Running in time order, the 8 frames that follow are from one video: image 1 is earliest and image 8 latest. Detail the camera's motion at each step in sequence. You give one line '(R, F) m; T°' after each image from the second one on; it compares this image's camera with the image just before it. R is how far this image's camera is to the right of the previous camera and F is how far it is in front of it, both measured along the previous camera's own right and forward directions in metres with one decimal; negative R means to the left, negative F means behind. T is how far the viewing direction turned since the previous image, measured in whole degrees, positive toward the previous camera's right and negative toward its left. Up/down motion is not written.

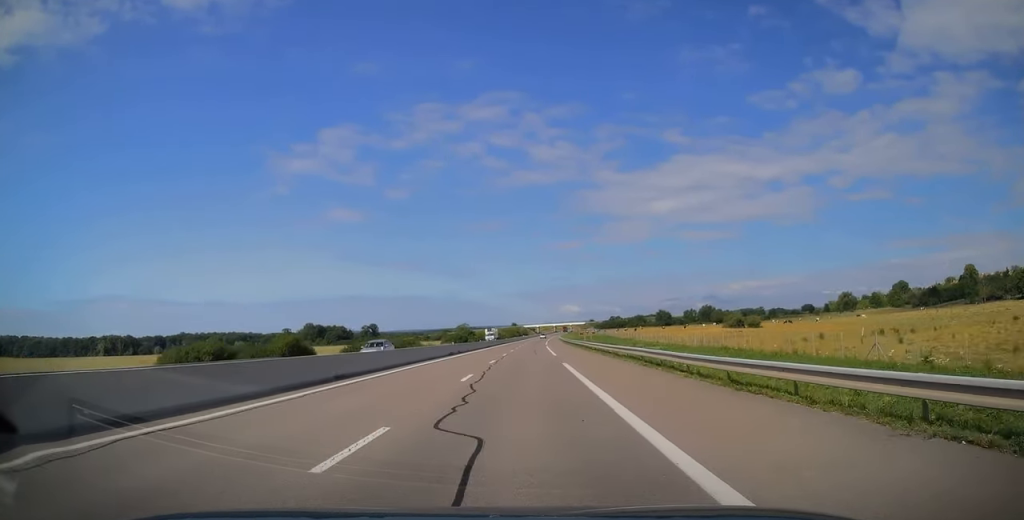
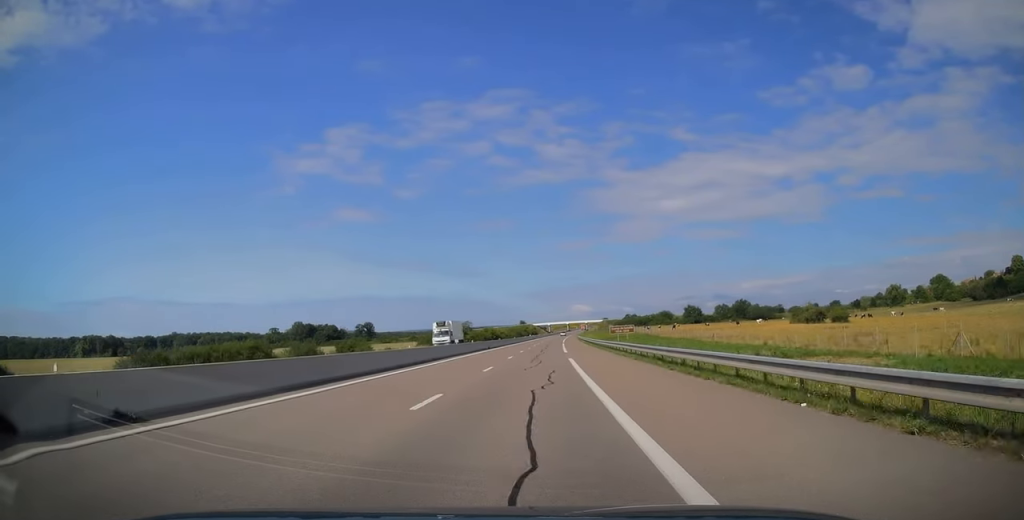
(-0.1, +46.1) m; 0°
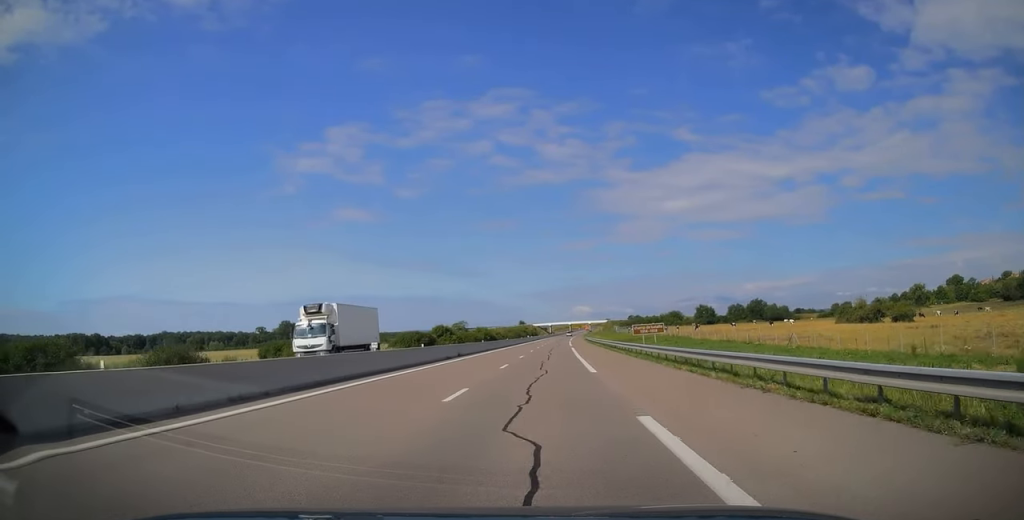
(0.0, +24.0) m; +1°
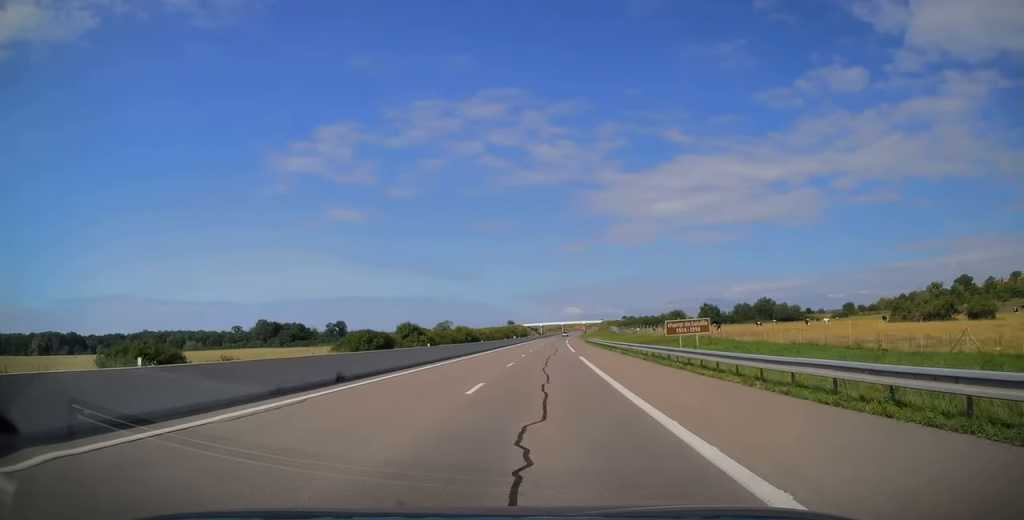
(+0.2, +23.9) m; +1°
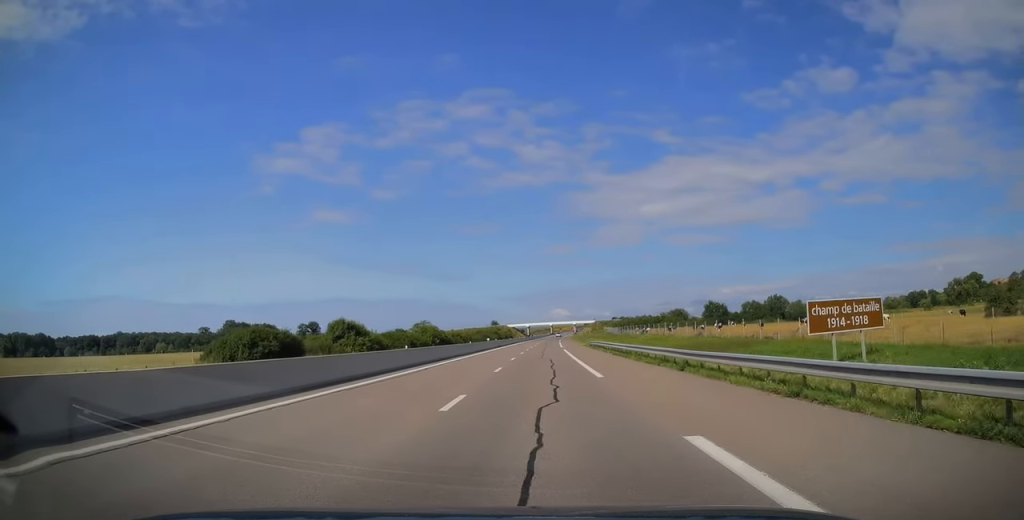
(+0.4, +28.8) m; +1°
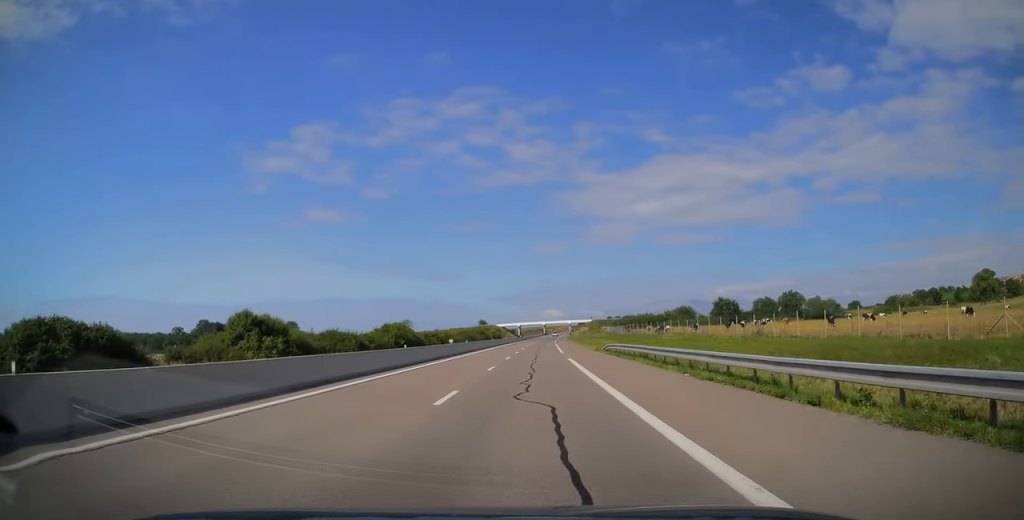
(+0.2, +23.9) m; 0°
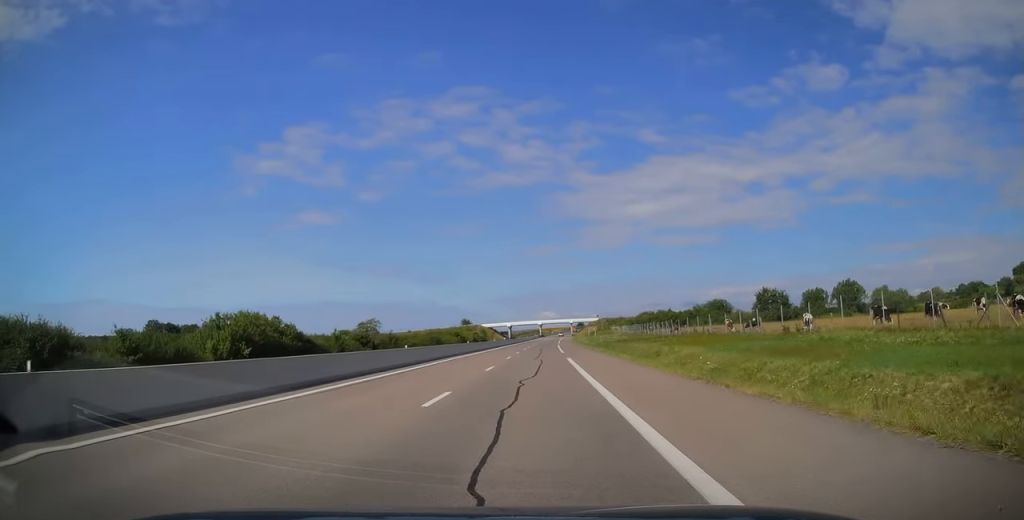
(+0.2, +49.8) m; 0°
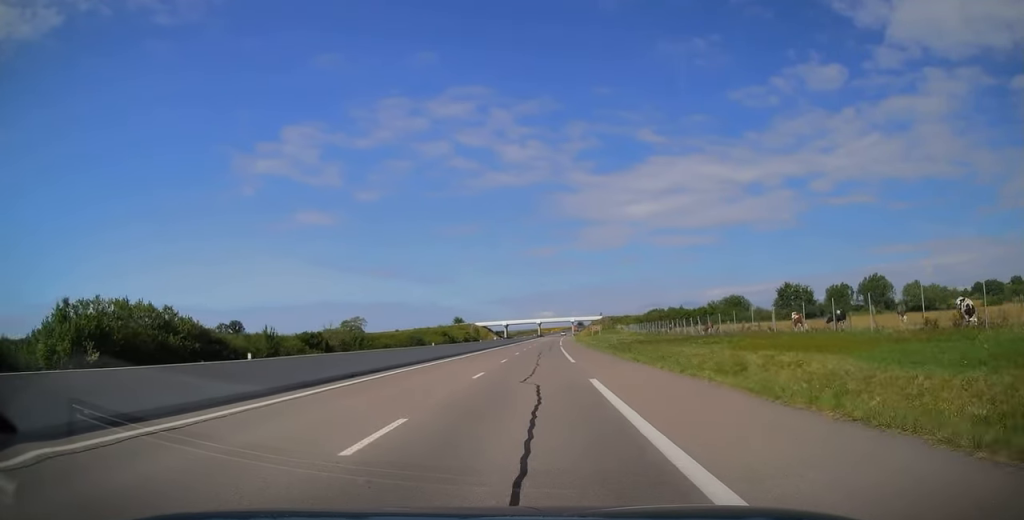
(-0.2, +17.6) m; 0°
